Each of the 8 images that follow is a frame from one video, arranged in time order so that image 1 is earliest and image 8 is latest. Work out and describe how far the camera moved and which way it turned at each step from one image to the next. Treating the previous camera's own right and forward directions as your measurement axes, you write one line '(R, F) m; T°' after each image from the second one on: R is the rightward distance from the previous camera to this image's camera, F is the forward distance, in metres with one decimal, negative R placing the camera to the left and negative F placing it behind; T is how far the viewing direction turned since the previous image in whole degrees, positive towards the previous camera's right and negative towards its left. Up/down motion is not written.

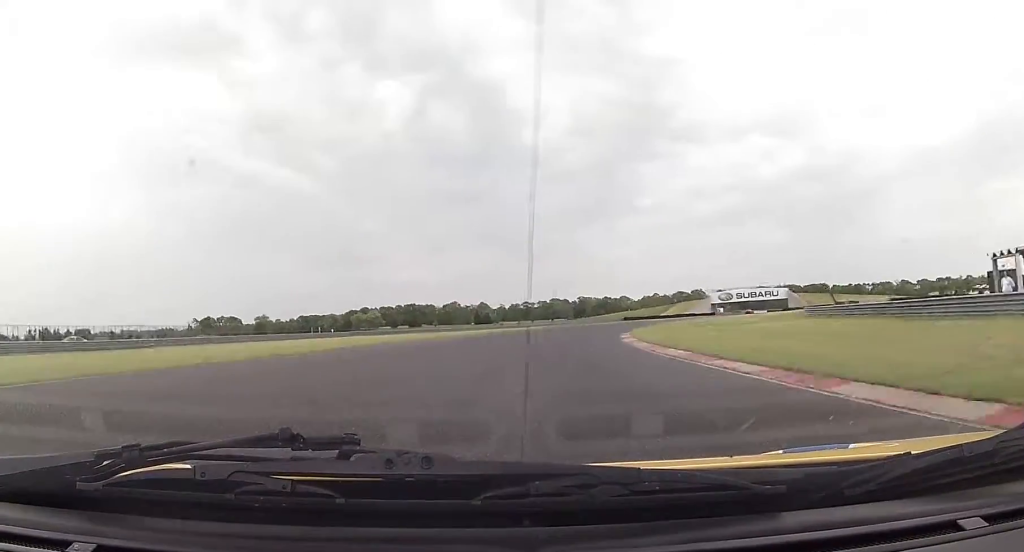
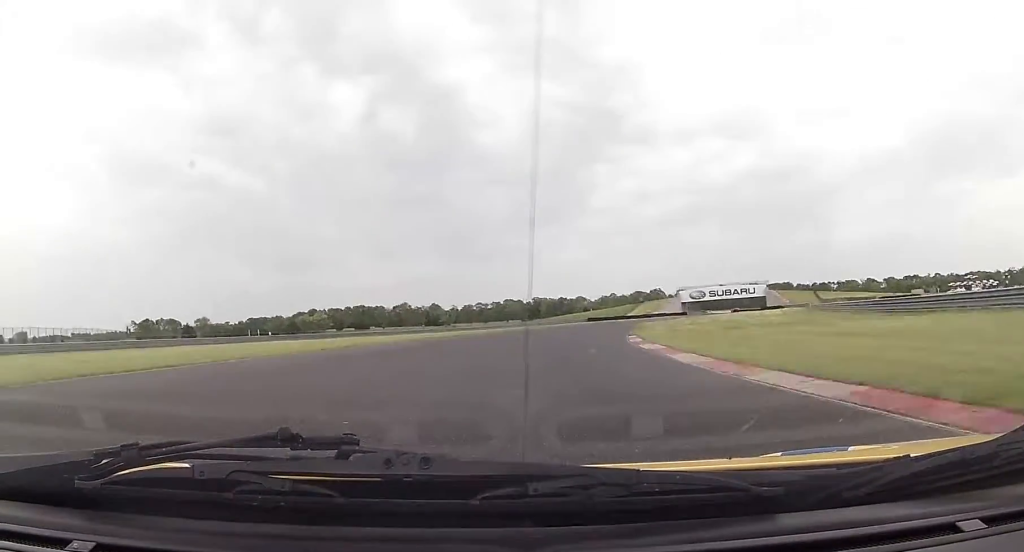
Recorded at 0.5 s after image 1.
(+0.7, +19.1) m; +4°
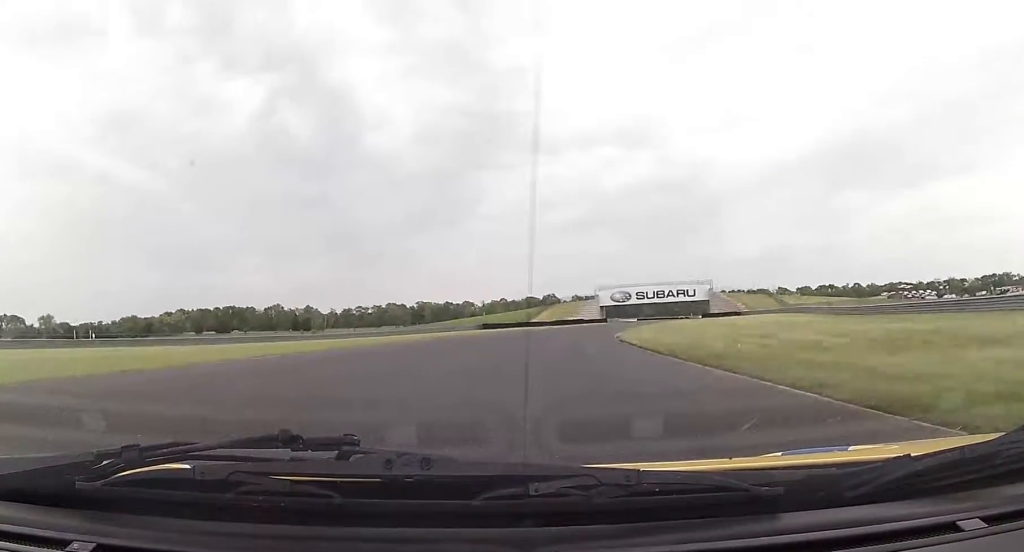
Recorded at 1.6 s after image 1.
(+3.7, +43.8) m; +9°
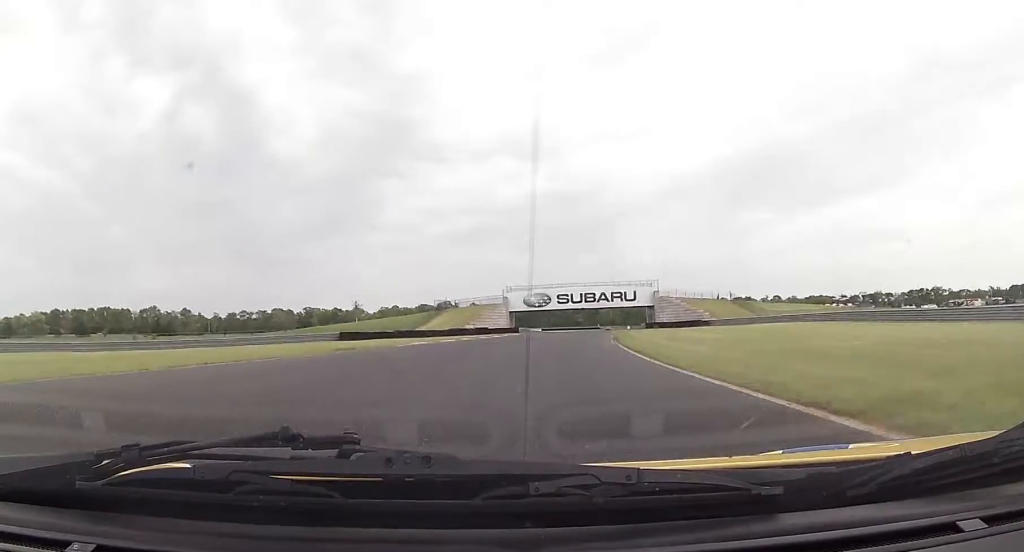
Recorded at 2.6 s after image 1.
(+2.4, +38.2) m; +6°
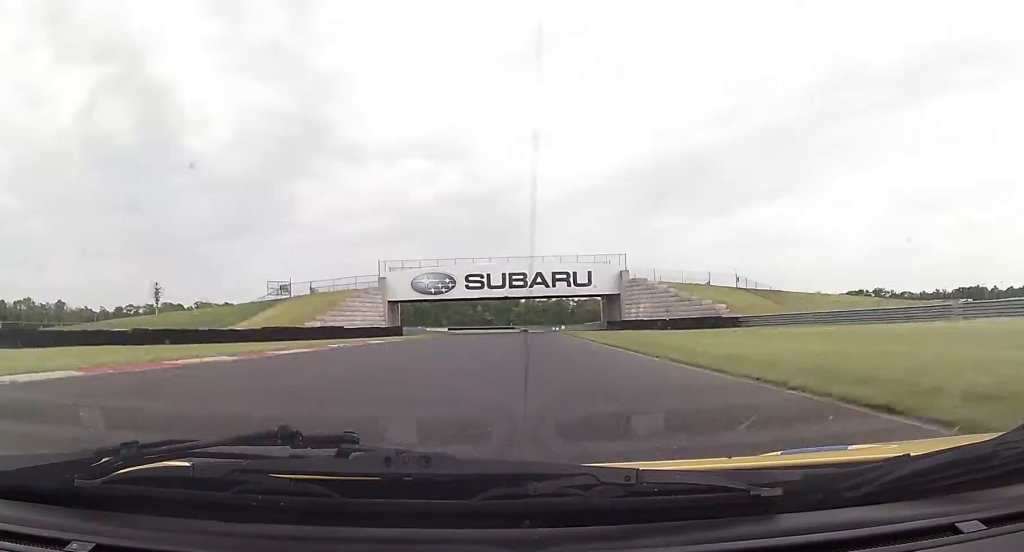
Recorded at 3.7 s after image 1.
(+2.4, +44.5) m; +5°
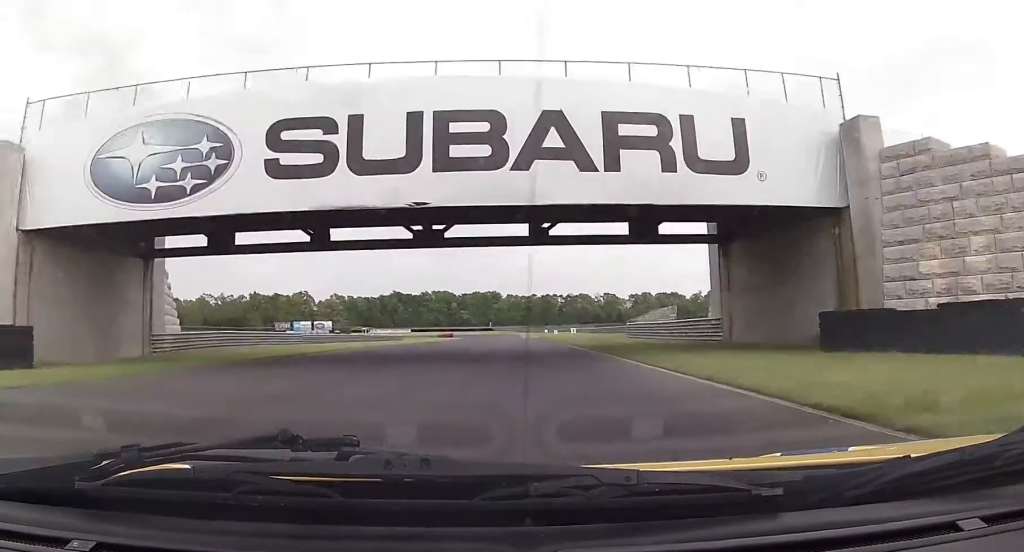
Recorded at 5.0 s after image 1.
(+2.0, +54.9) m; +3°
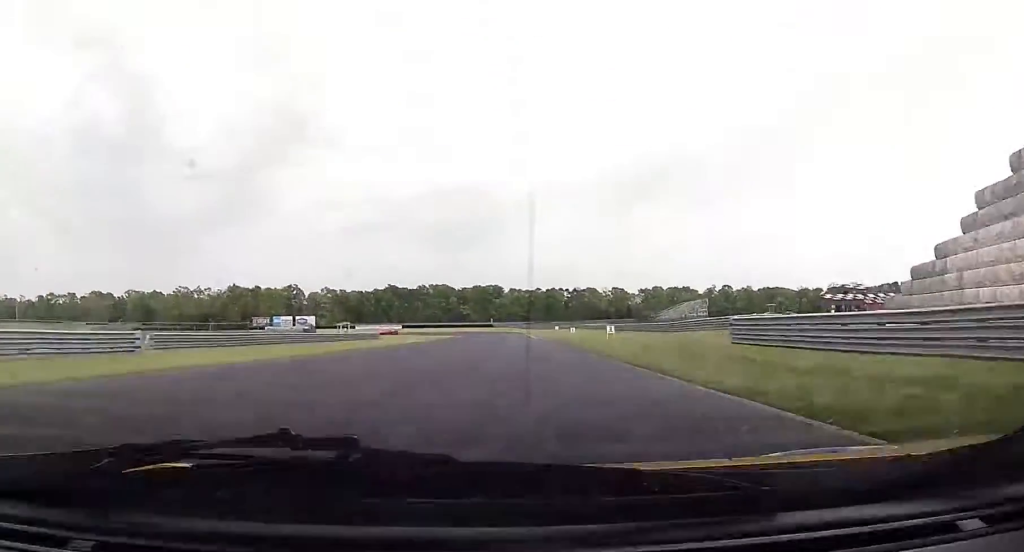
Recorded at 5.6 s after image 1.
(+0.3, +23.9) m; +1°
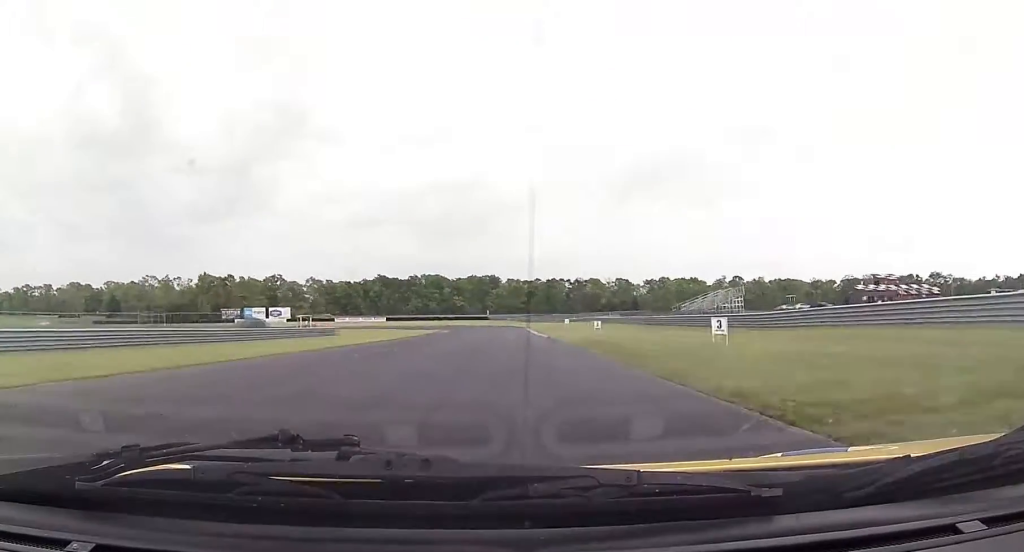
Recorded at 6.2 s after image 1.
(+0.1, +23.4) m; +1°
